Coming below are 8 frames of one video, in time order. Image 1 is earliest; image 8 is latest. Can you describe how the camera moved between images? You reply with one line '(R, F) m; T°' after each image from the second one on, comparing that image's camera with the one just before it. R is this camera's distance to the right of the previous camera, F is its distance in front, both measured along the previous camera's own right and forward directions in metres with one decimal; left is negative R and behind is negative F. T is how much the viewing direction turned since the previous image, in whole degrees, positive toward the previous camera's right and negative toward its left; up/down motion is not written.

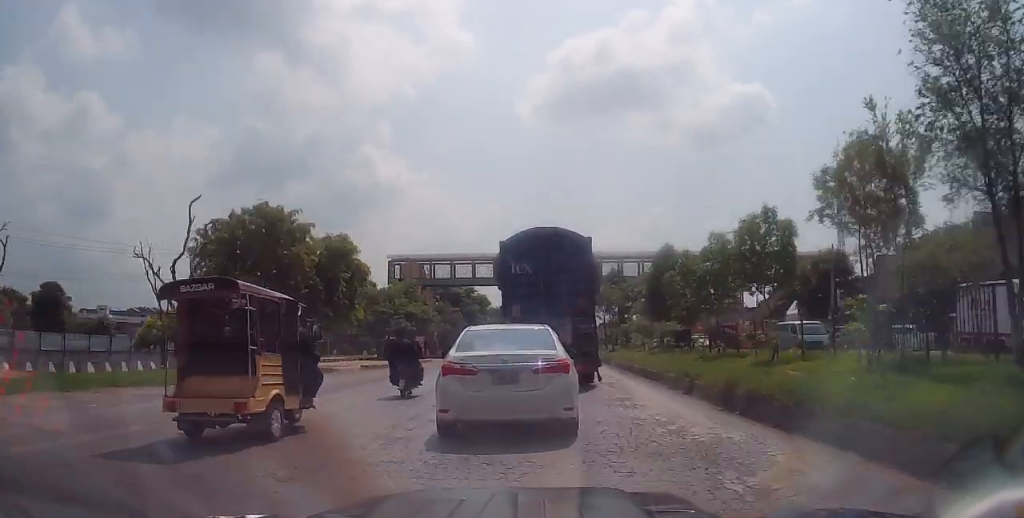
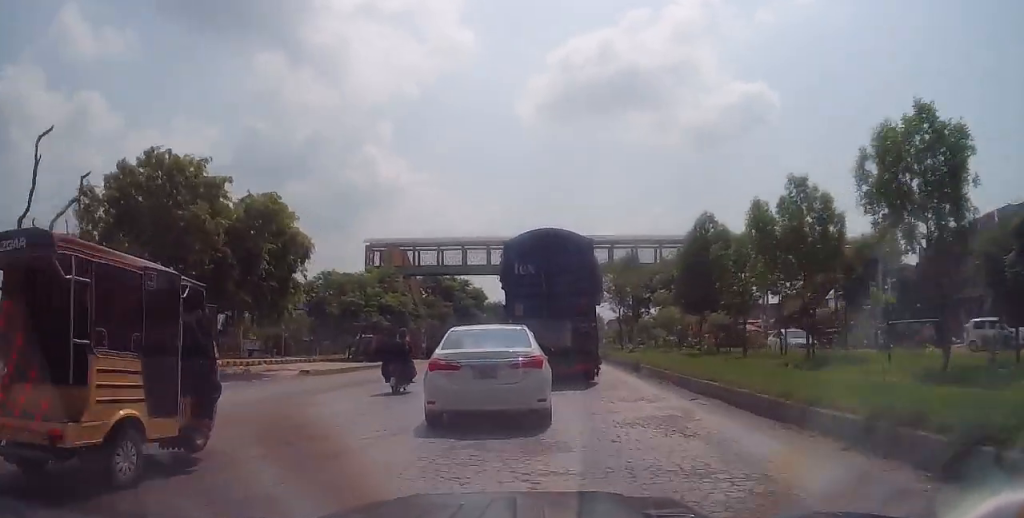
(-0.4, +8.6) m; -1°
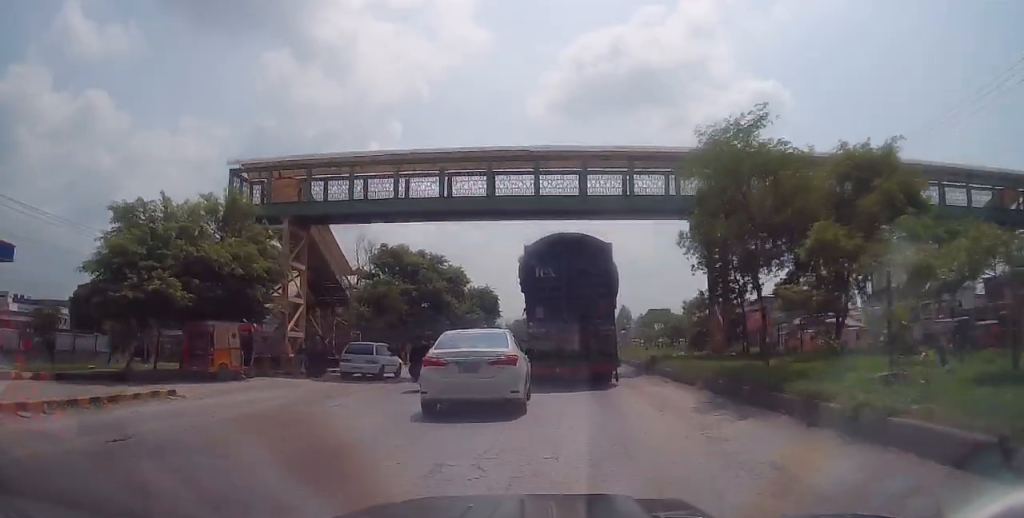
(-0.1, +24.6) m; +1°
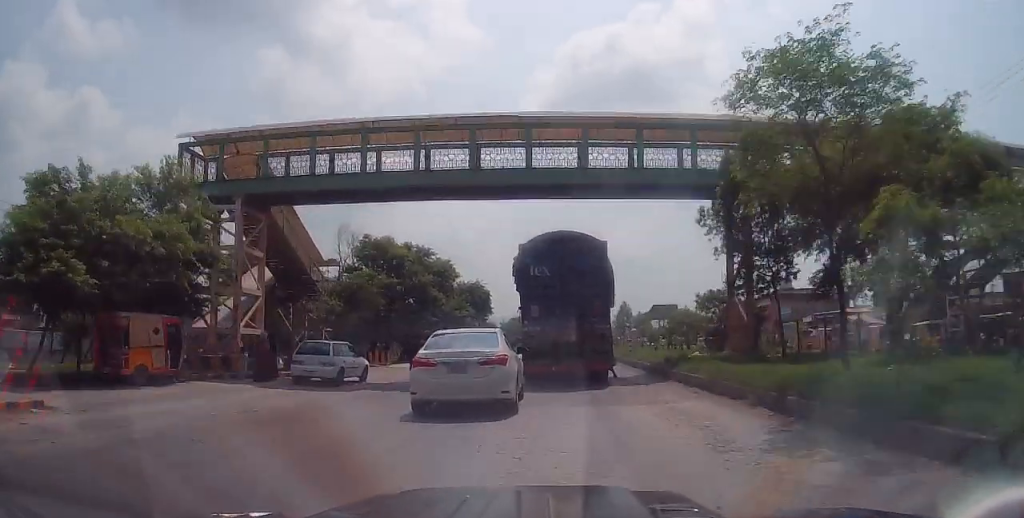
(+0.1, +4.1) m; +1°
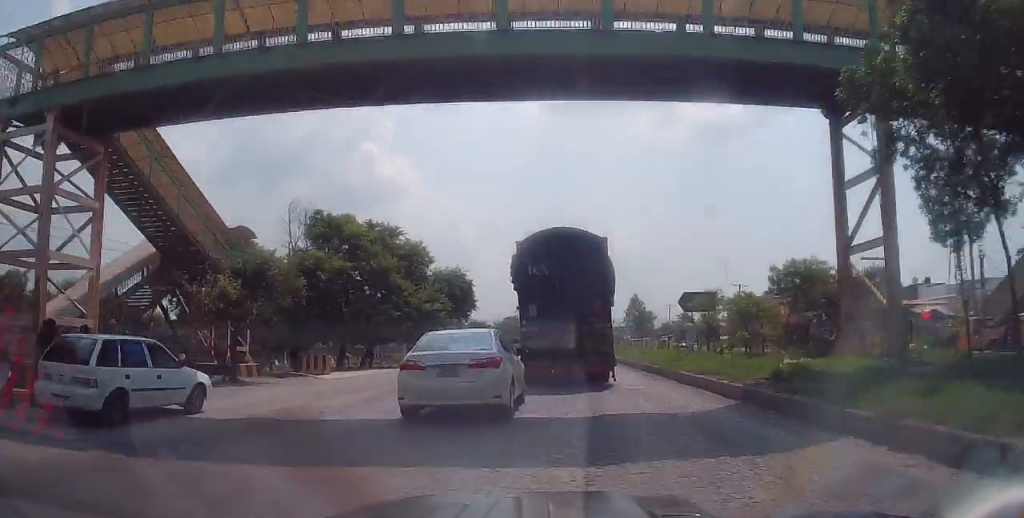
(0.0, +10.4) m; -1°
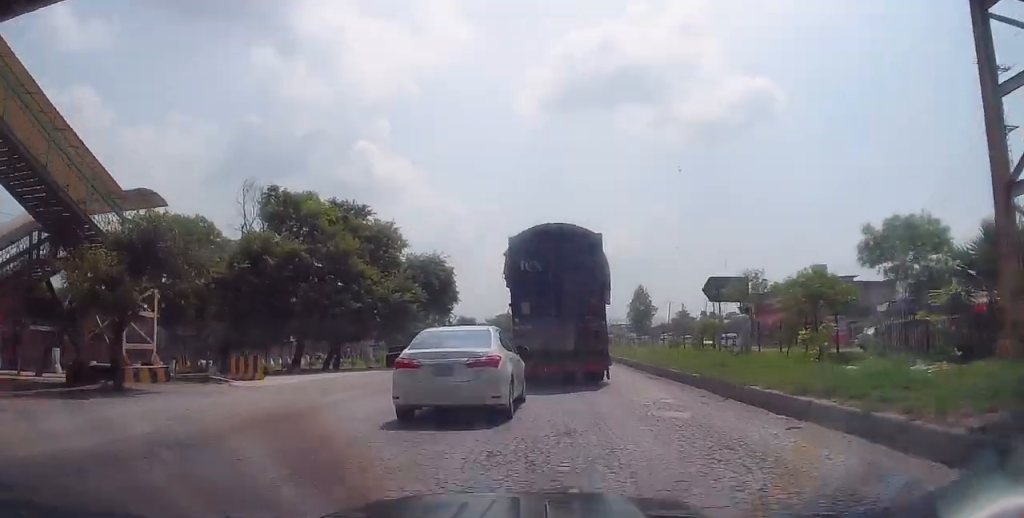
(-0.1, +6.3) m; +1°
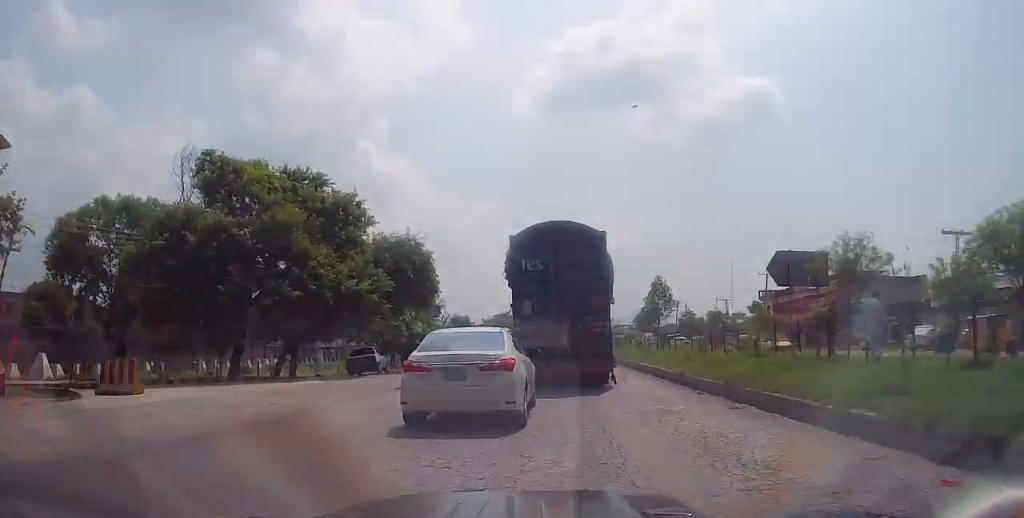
(0.0, +7.4) m; 0°
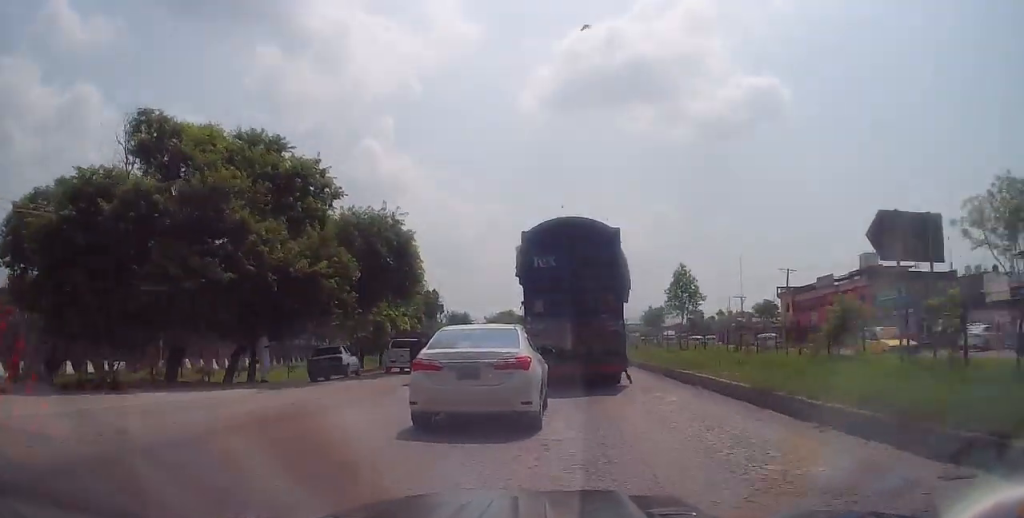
(+0.2, +5.7) m; 0°
